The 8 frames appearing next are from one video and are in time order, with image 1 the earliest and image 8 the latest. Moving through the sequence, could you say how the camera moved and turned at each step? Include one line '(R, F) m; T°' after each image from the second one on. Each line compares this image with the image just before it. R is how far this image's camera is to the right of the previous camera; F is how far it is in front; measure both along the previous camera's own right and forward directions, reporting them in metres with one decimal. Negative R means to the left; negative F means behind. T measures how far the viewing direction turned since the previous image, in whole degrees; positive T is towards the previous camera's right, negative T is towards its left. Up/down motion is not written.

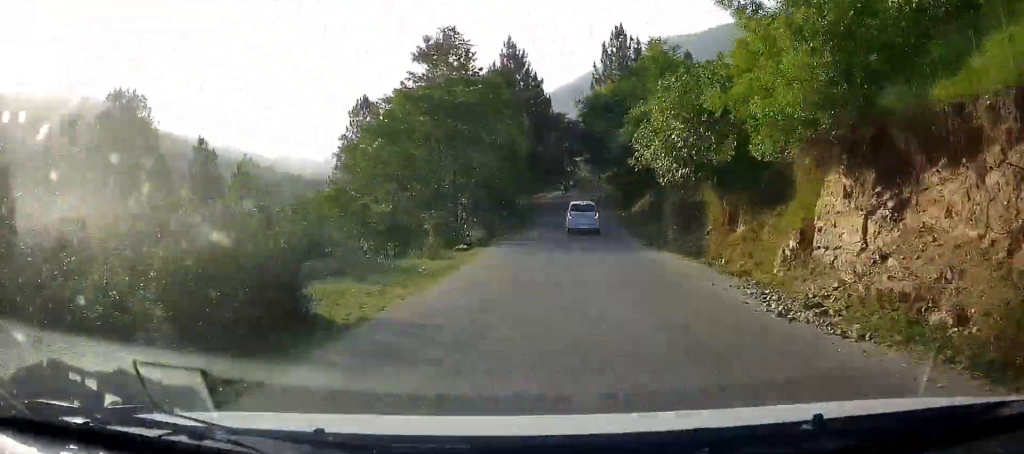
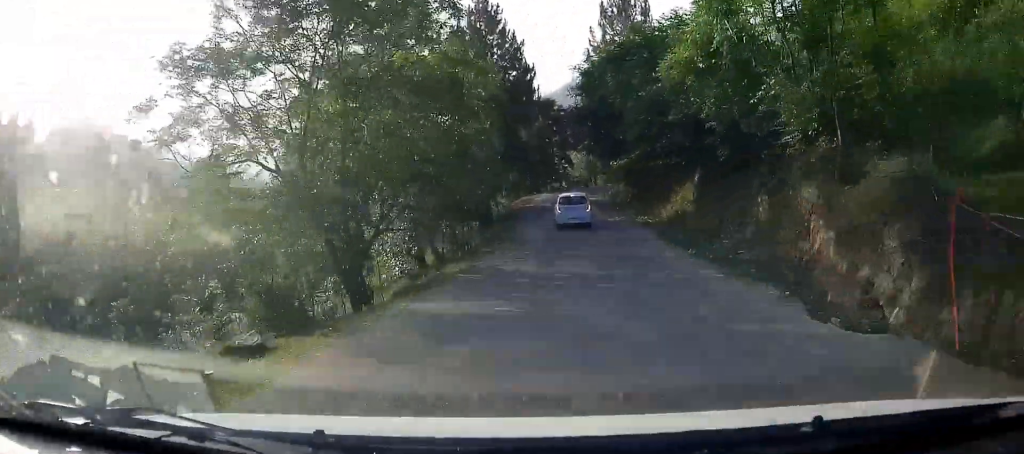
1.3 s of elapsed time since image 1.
(+0.3, +12.7) m; +1°
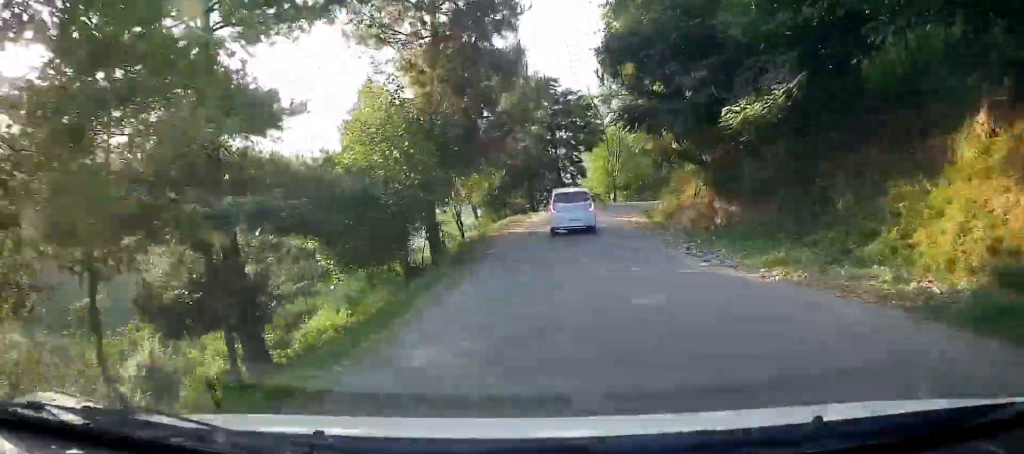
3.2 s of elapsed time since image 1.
(+0.2, +19.1) m; 0°
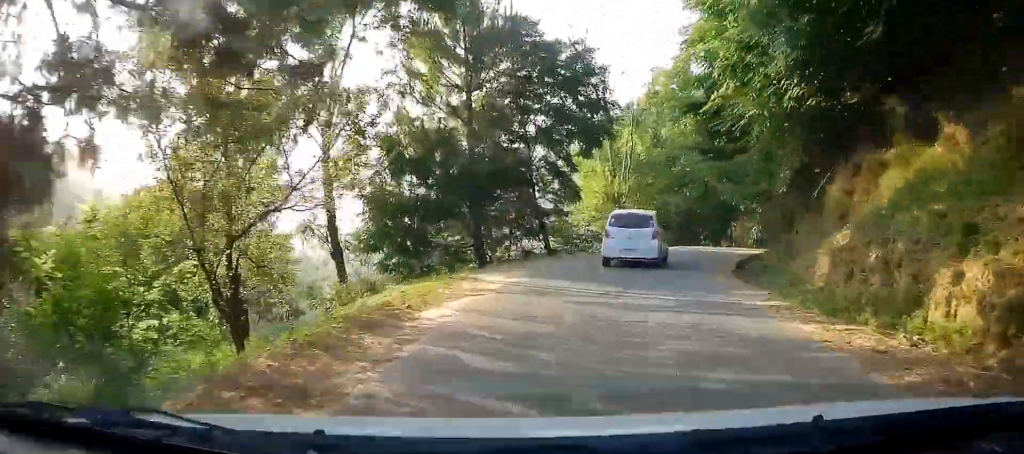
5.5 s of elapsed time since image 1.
(-0.1, +22.0) m; +1°
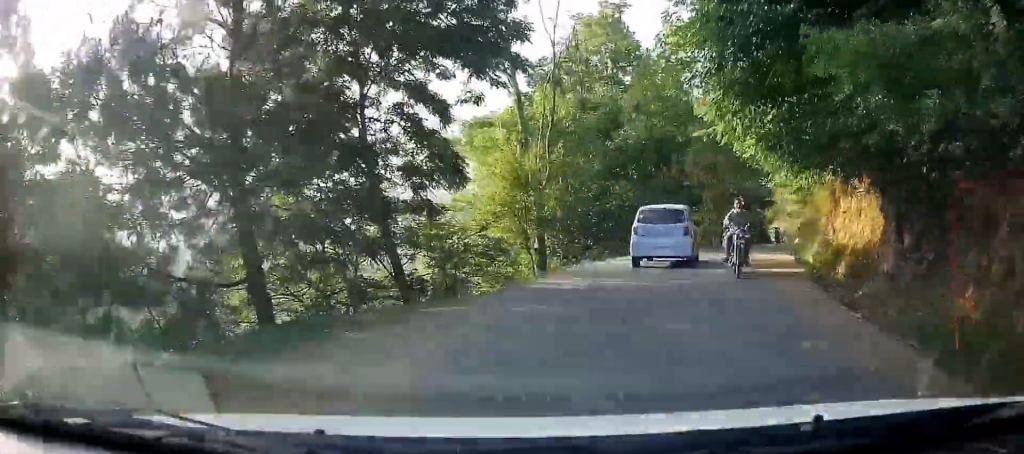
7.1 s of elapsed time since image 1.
(+0.2, +13.6) m; +4°
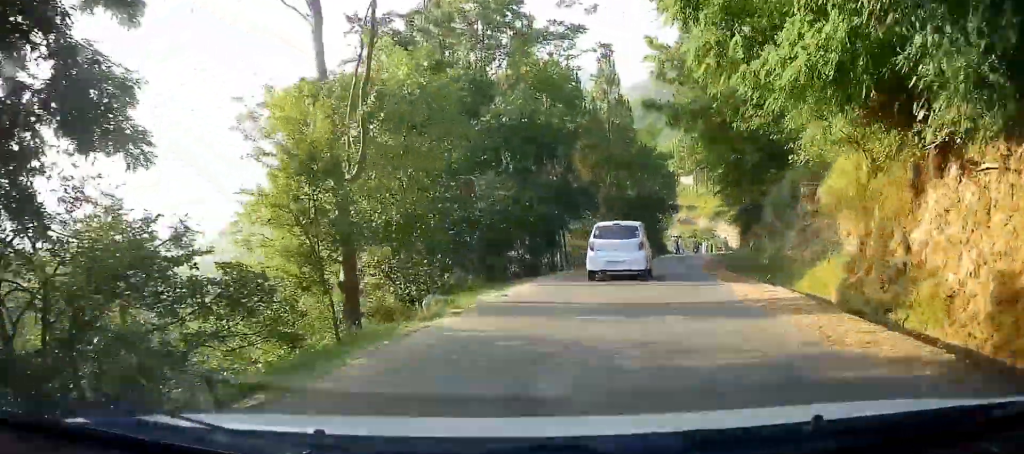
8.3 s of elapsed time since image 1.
(-0.1, +10.1) m; +6°
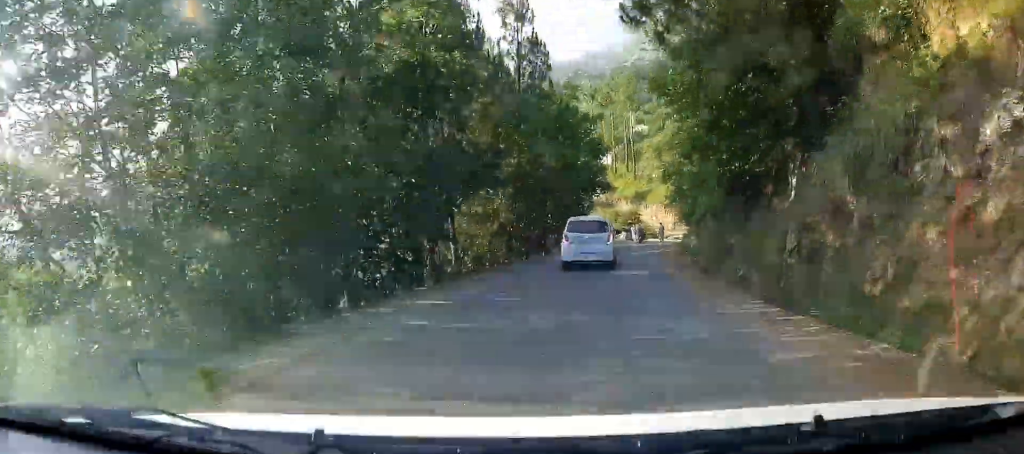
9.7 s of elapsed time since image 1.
(+1.3, +11.2) m; +11°
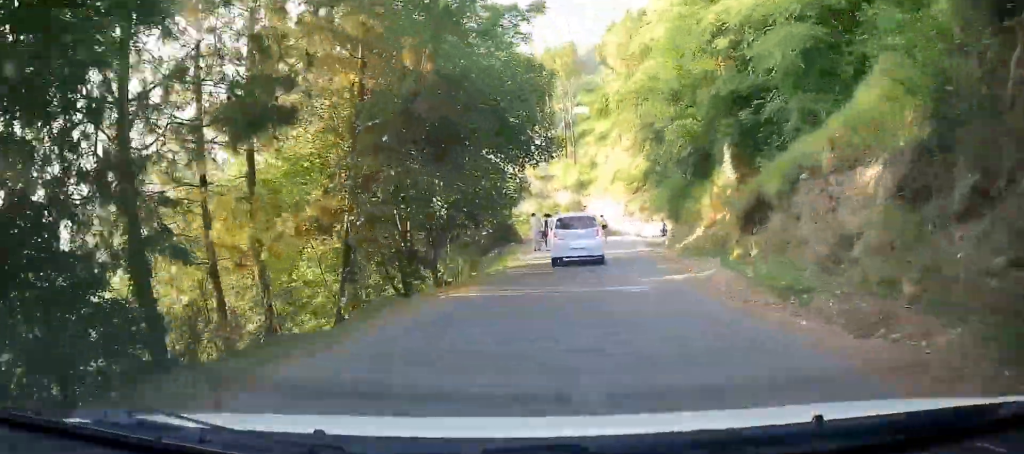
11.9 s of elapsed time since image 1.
(+2.4, +16.0) m; +13°
